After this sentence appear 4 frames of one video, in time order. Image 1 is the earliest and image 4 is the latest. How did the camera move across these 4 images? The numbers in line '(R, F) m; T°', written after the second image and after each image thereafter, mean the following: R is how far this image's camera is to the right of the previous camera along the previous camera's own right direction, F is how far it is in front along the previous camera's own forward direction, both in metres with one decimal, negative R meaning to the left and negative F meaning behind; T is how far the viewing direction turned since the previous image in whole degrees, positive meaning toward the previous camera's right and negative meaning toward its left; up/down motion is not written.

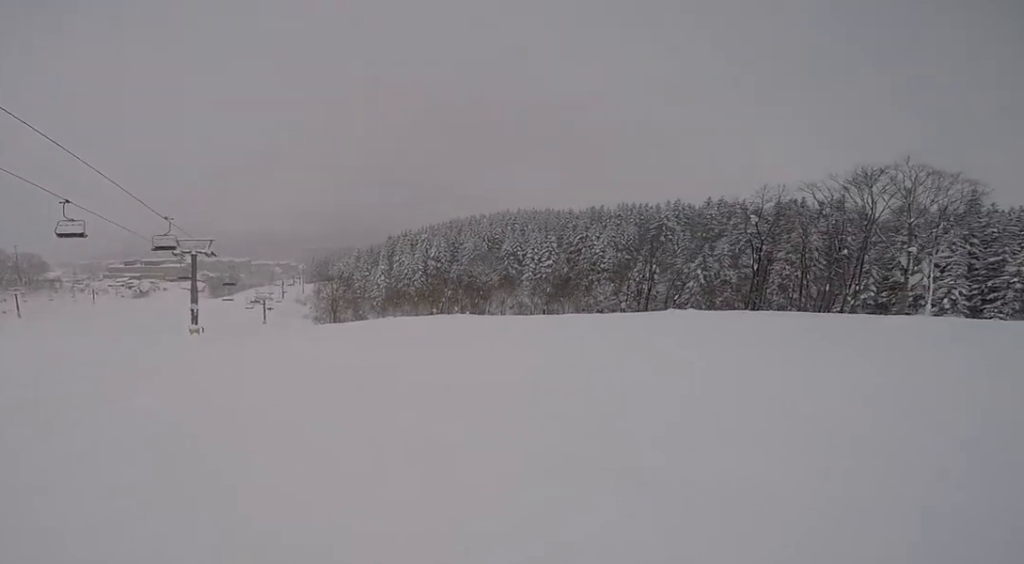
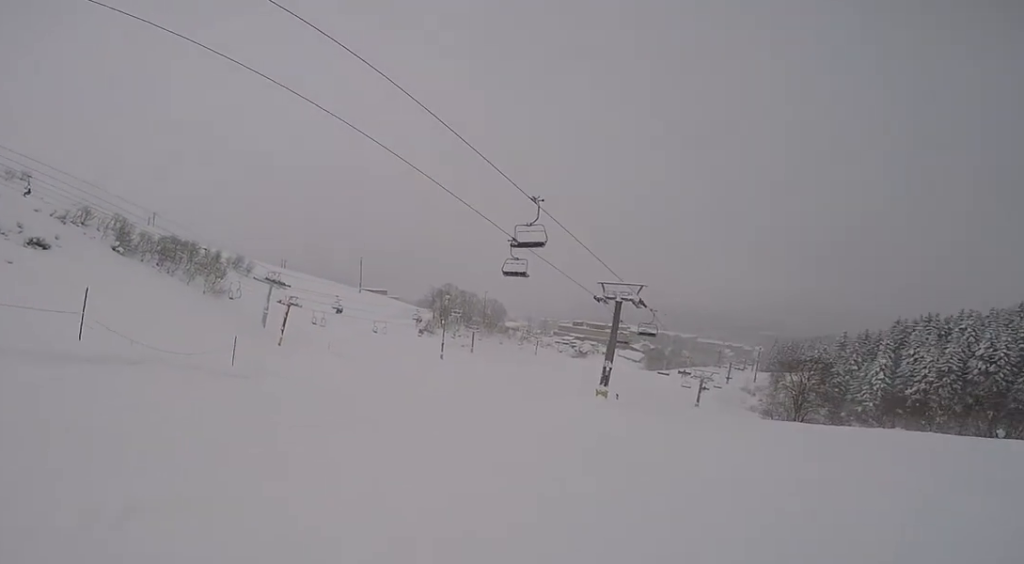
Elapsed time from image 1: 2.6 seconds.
(-5.0, +10.5) m; -50°
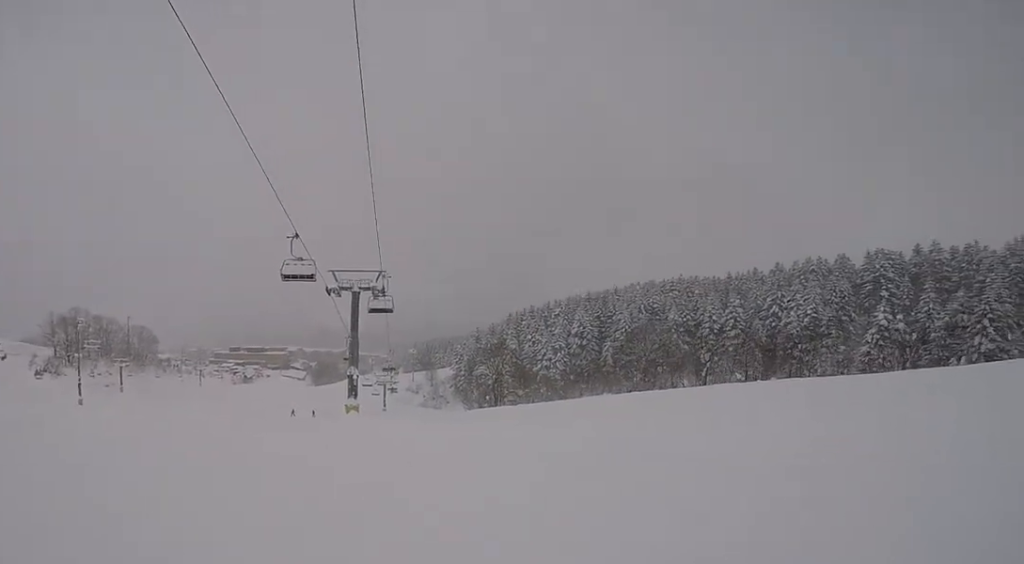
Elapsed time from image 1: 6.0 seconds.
(+1.6, +15.4) m; +32°
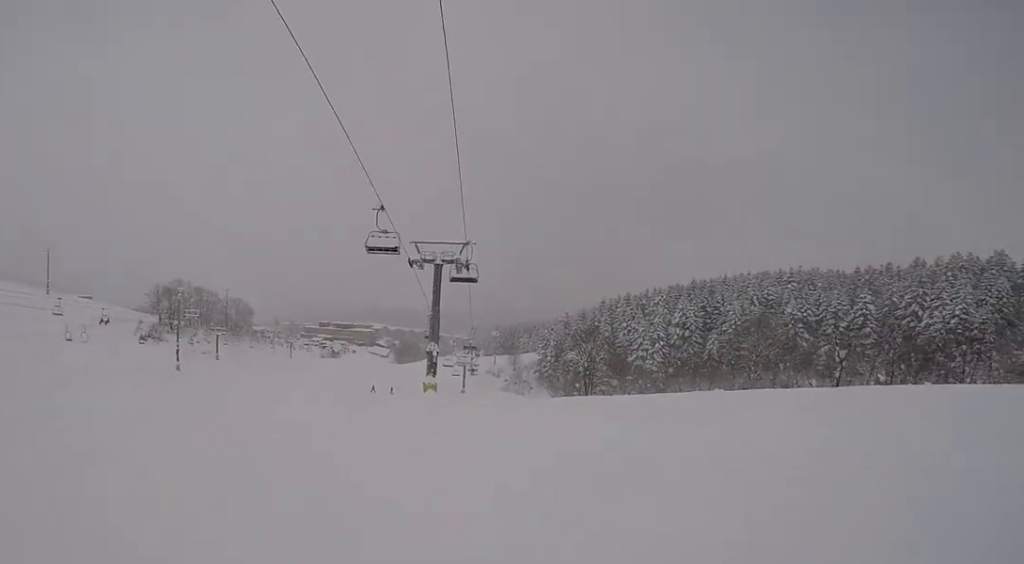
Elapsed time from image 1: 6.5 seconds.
(+0.7, +2.5) m; +1°
